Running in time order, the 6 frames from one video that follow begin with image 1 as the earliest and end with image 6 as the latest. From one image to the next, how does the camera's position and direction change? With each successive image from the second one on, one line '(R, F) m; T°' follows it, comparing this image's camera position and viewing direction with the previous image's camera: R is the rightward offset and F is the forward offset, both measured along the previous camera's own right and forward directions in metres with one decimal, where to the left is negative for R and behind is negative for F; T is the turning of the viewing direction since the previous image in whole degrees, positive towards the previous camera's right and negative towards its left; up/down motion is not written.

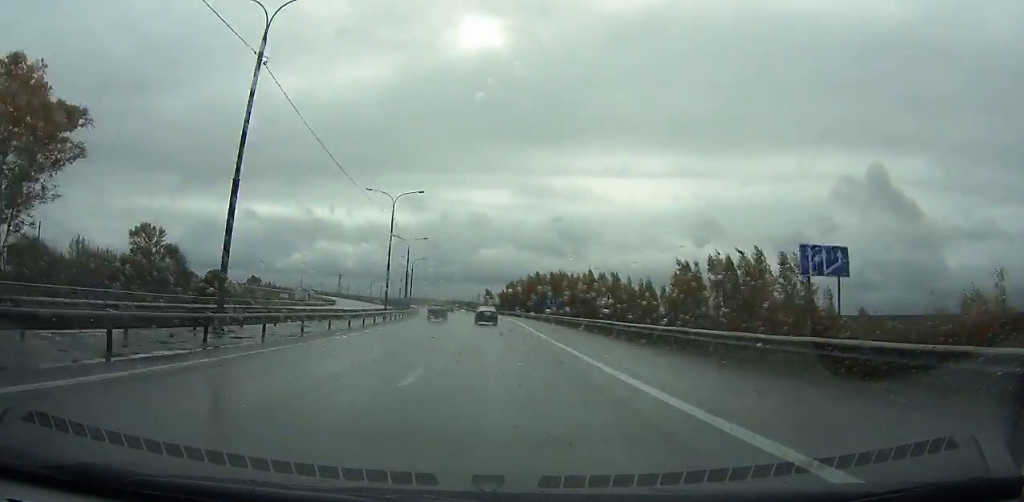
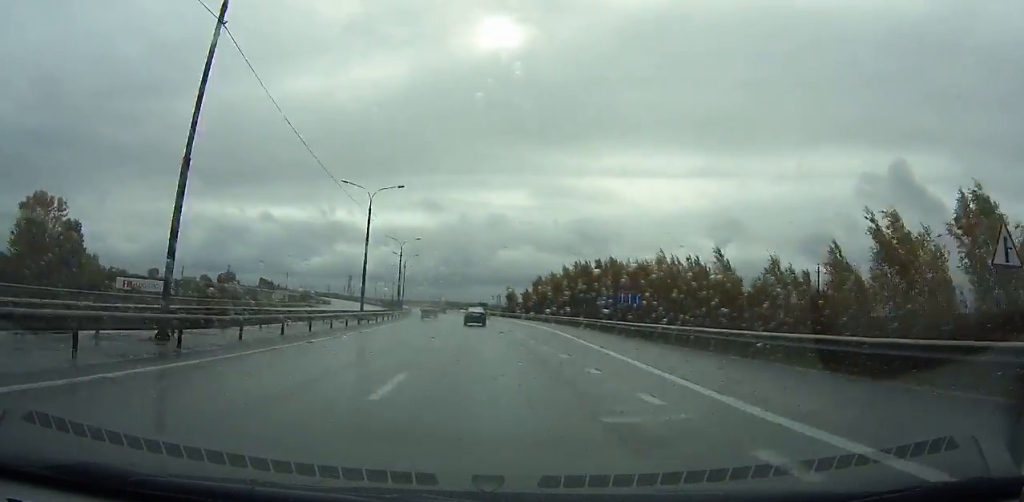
(-0.7, +37.8) m; -3°
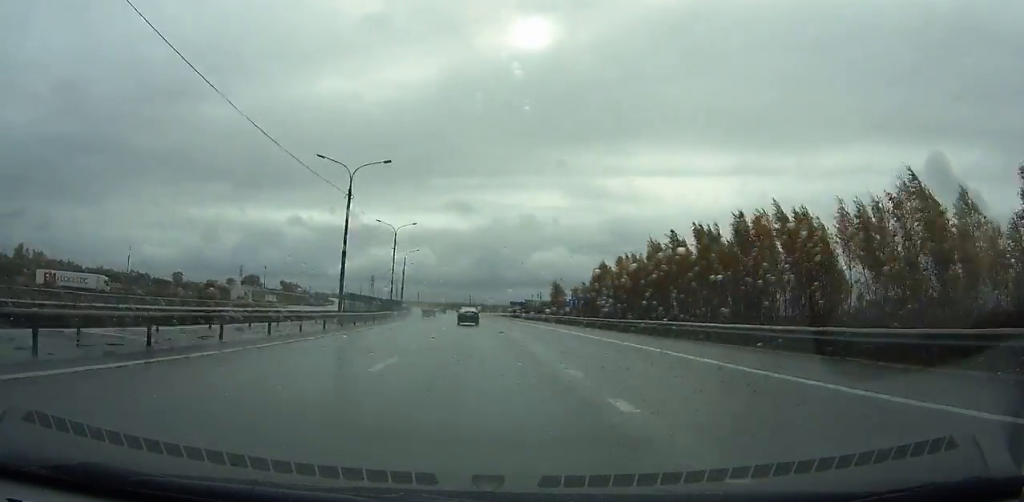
(-1.4, +45.9) m; -2°
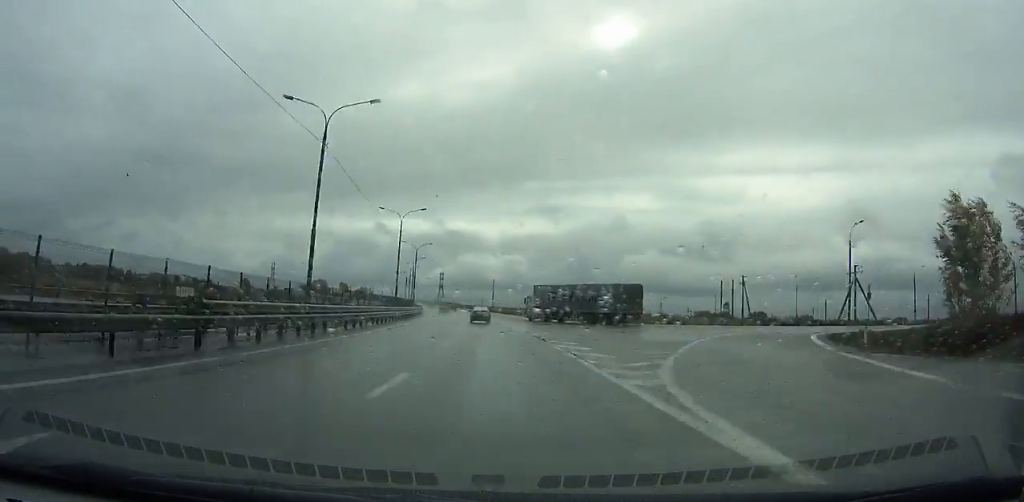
(-4.7, +113.4) m; -9°
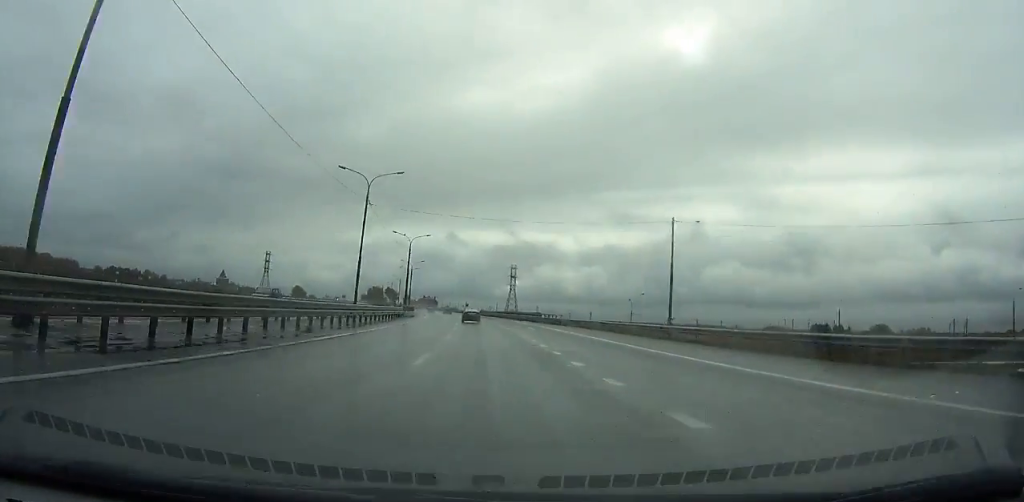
(-15.8, +117.0) m; -11°
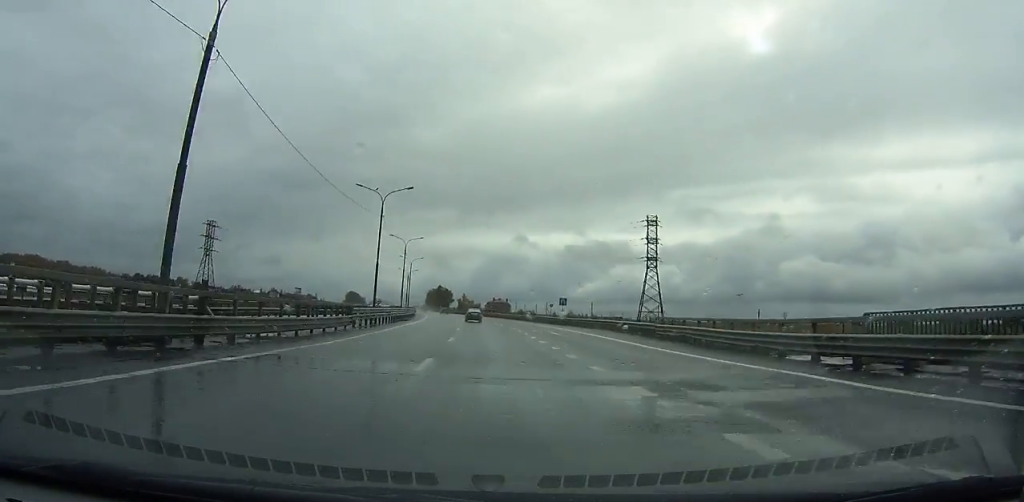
(-3.3, +105.9) m; -6°
